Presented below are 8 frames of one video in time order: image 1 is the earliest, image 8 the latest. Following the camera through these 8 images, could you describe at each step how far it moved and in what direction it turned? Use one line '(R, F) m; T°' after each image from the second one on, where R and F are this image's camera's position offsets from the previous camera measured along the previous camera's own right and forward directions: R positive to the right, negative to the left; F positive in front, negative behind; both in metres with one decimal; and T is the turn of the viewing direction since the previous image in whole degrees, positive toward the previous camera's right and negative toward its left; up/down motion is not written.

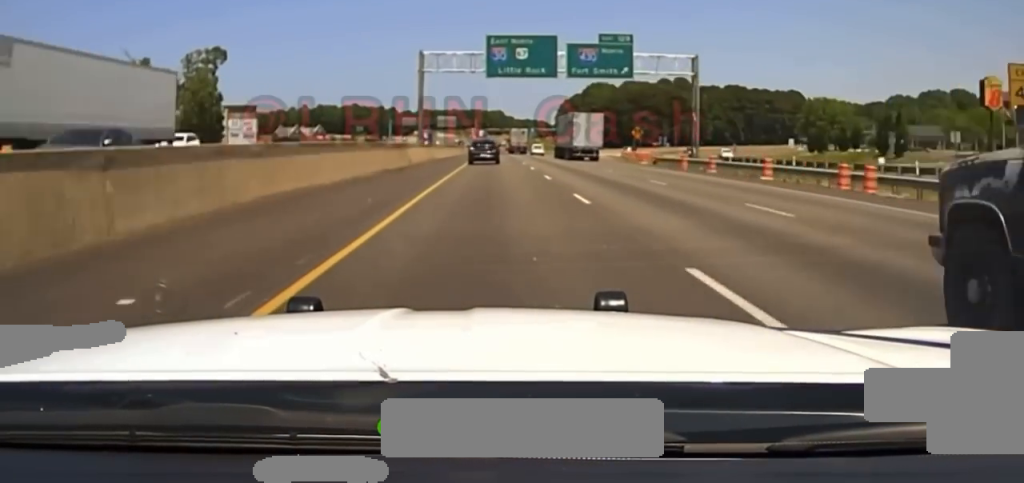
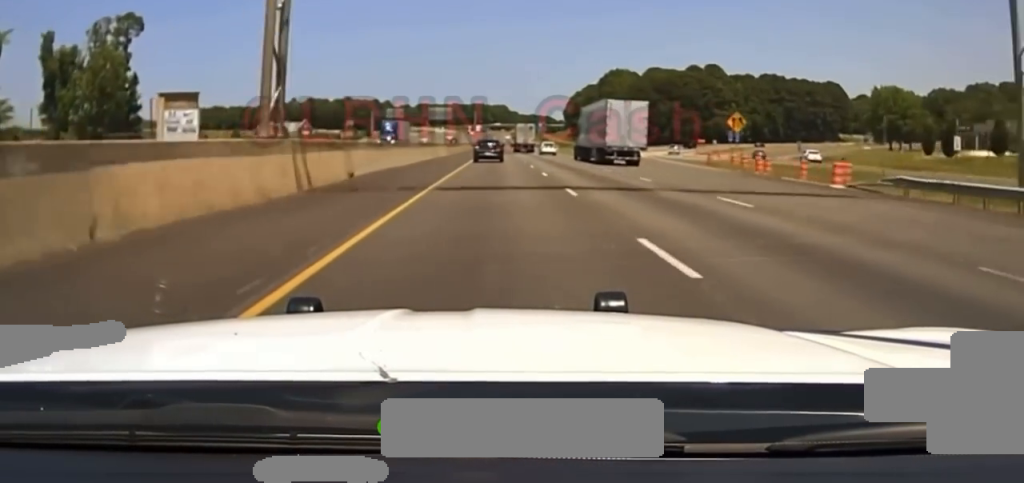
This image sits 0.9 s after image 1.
(-0.1, +46.5) m; 0°
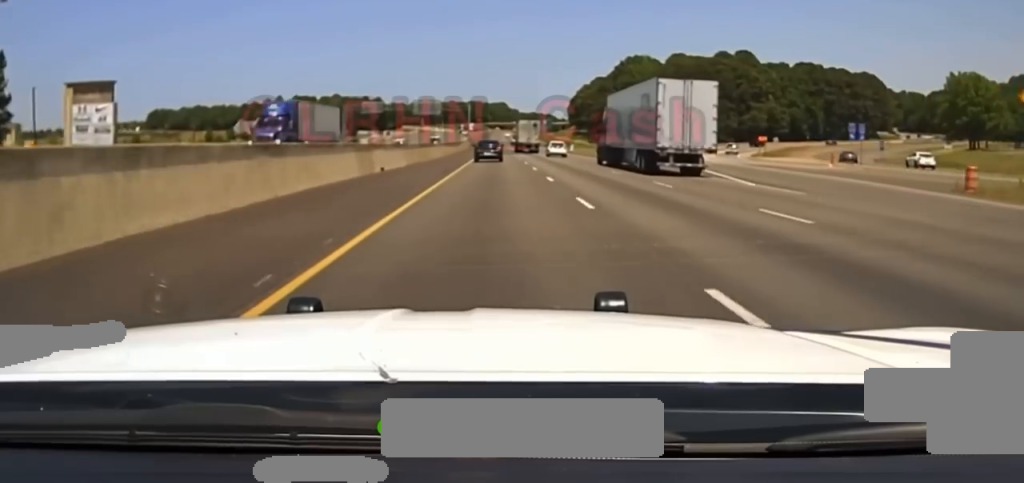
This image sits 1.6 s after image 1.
(0.0, +41.0) m; 0°
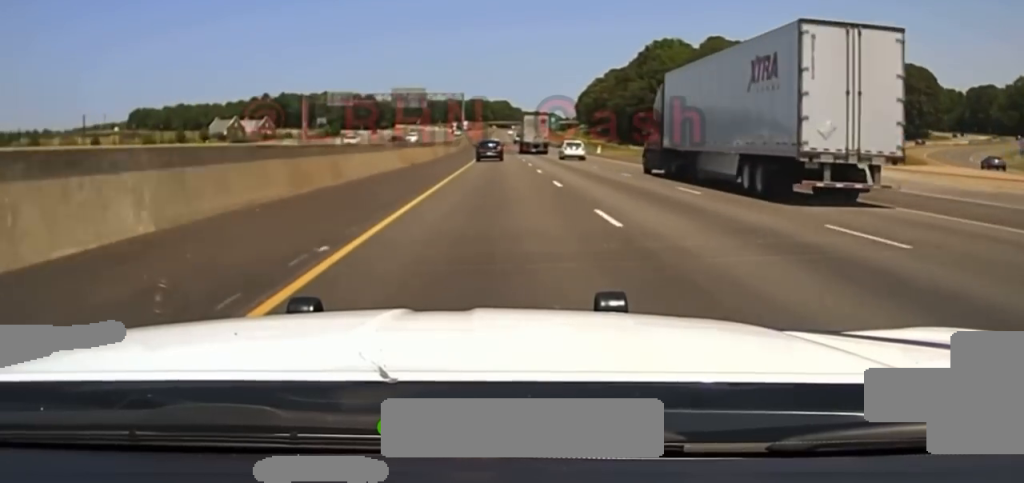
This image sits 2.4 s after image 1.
(-0.1, +40.7) m; 0°
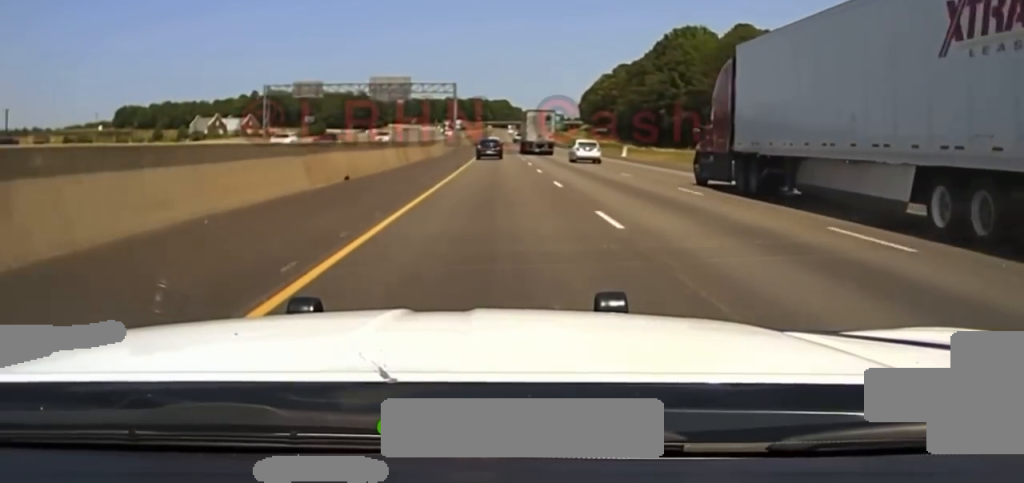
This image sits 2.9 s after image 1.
(+0.1, +24.7) m; 0°
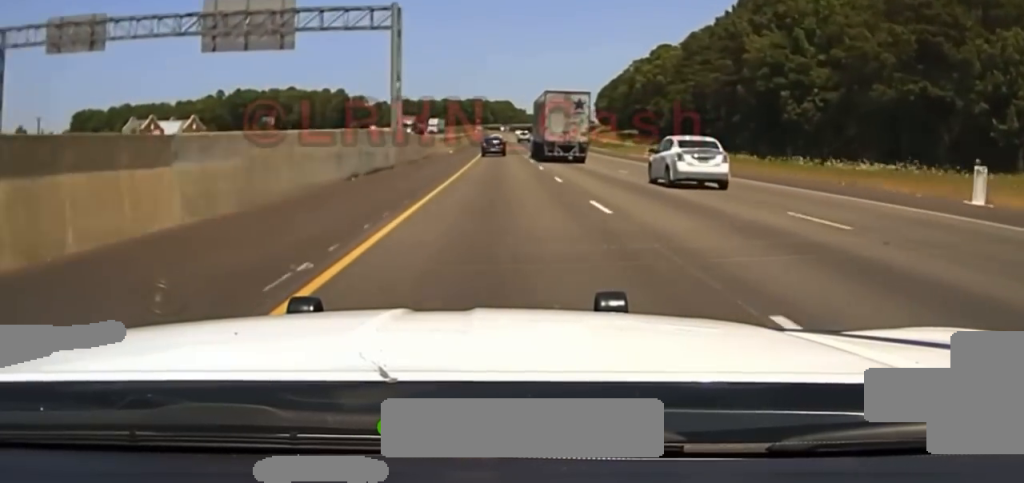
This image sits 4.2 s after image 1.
(-0.3, +70.9) m; 0°
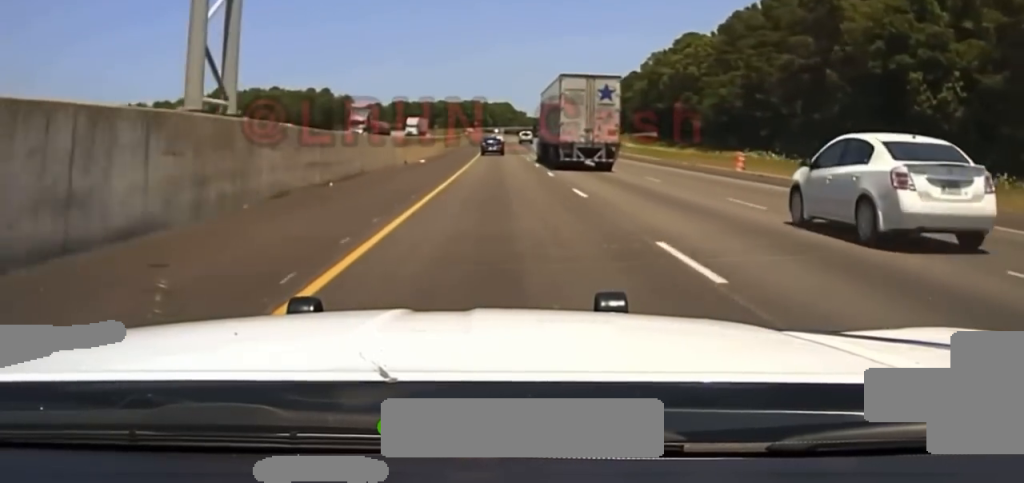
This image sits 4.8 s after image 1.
(0.0, +32.3) m; 0°
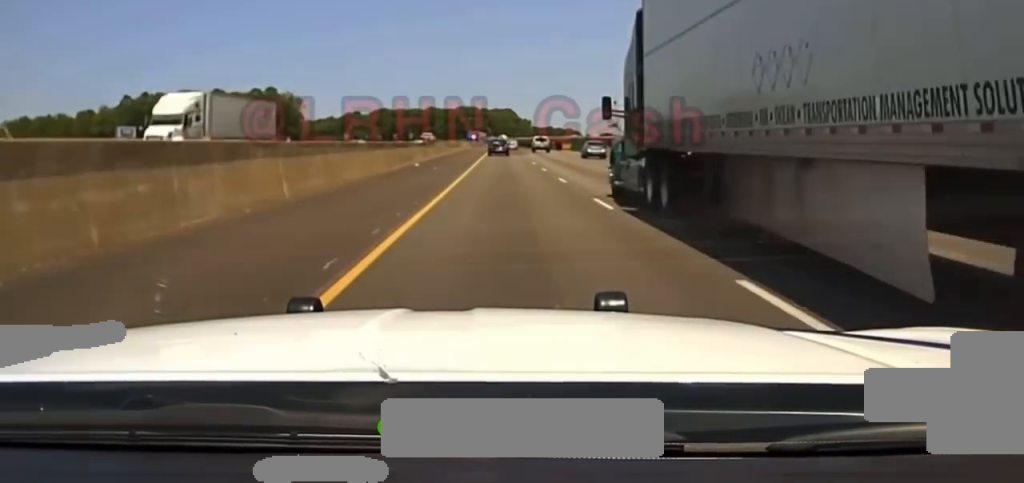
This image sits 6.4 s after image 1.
(+0.3, +90.1) m; 0°
